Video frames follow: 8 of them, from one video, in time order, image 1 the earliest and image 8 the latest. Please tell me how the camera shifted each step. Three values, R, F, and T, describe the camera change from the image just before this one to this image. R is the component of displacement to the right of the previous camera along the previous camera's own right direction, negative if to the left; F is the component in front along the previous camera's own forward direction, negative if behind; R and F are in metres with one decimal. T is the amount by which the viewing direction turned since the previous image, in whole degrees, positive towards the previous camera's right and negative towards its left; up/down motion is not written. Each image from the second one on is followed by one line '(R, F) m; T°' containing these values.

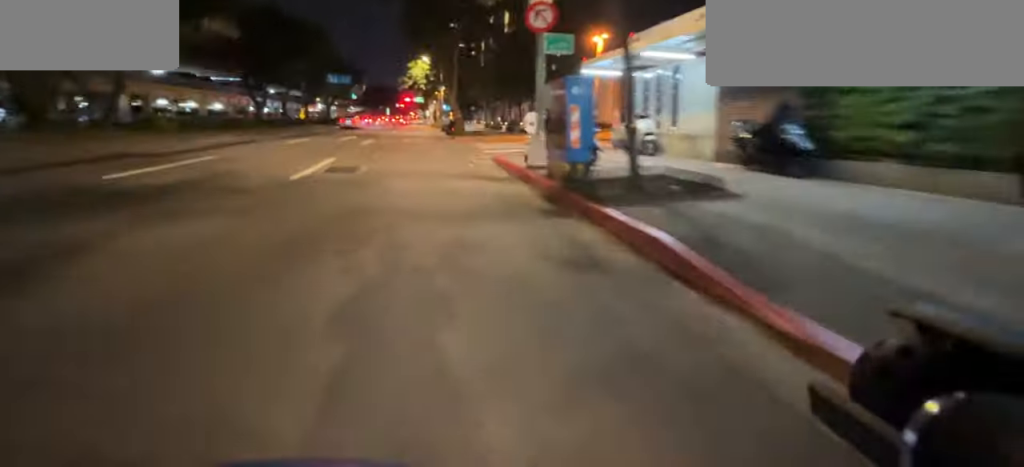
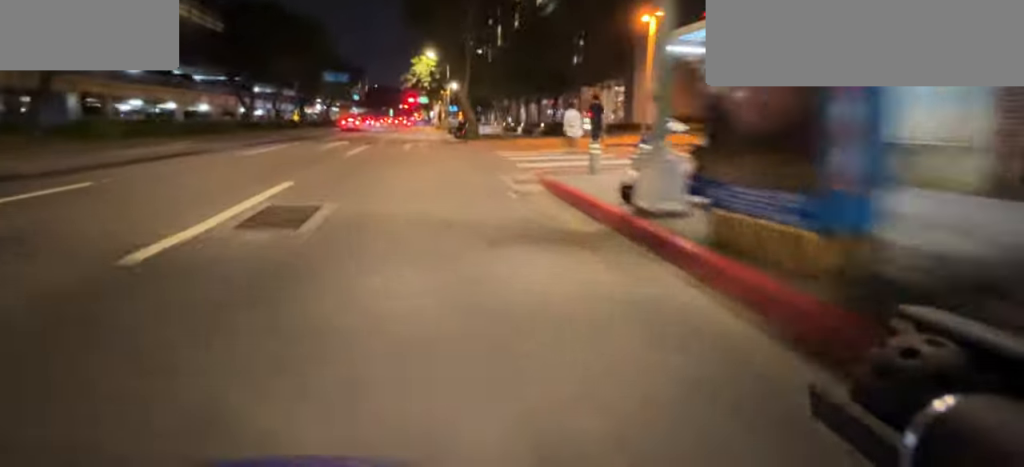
(0.0, +3.8) m; 0°
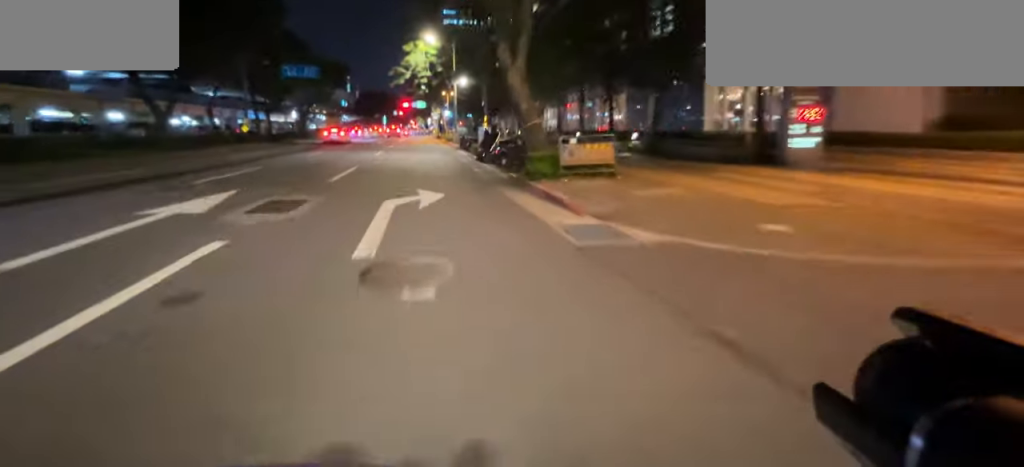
(0.0, +11.9) m; 0°
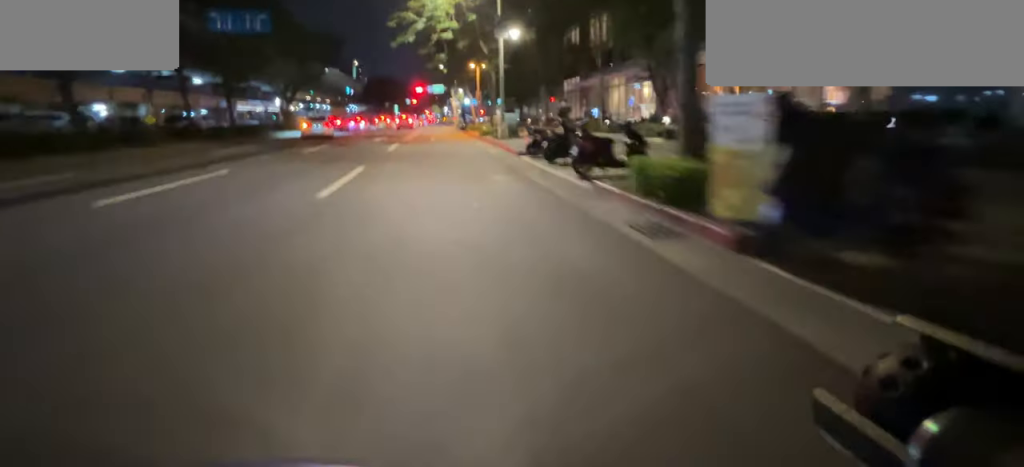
(0.0, +15.9) m; 0°
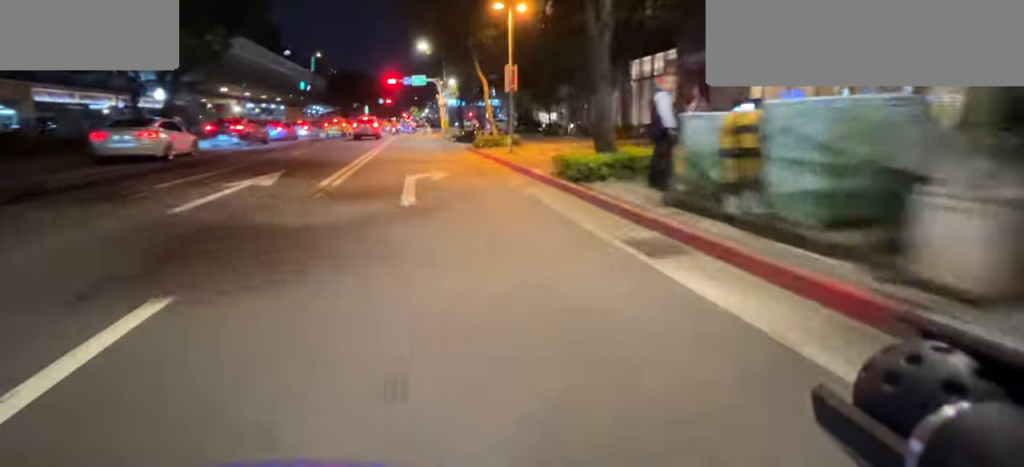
(0.0, +19.2) m; 0°
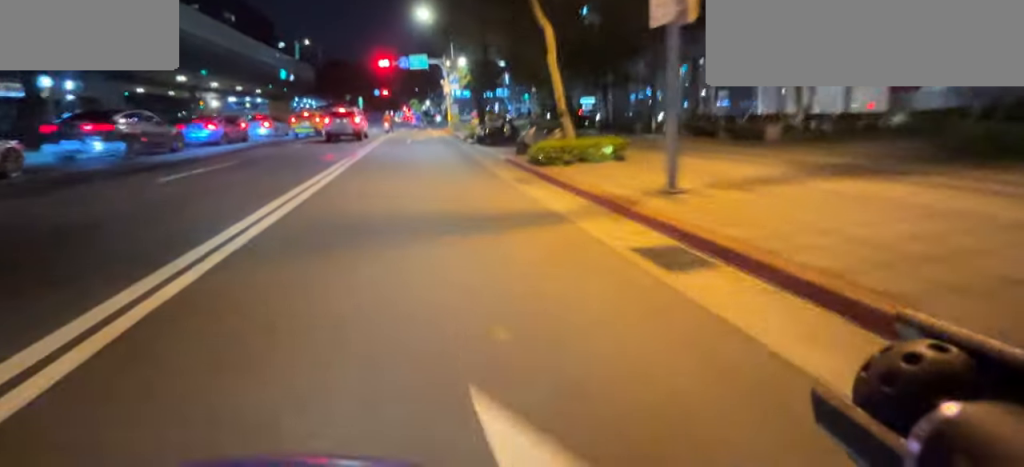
(0.0, +9.5) m; 0°
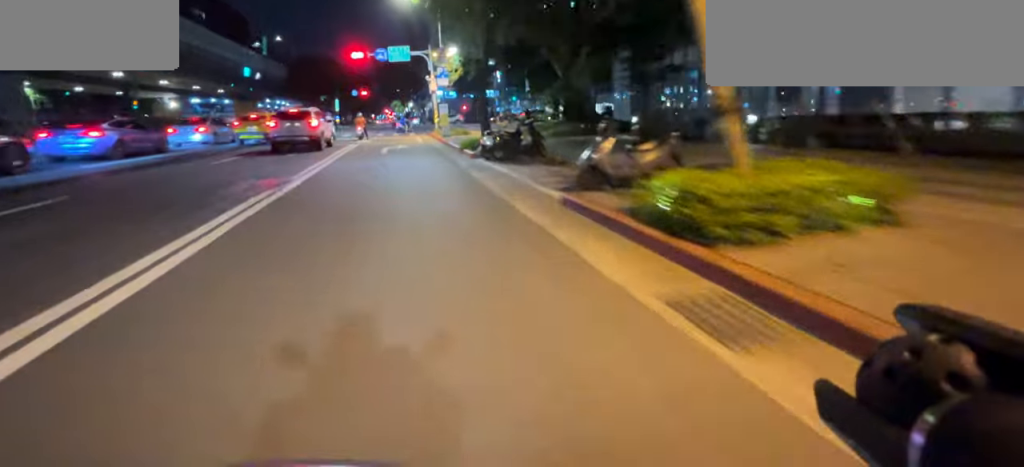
(0.0, +5.0) m; 0°
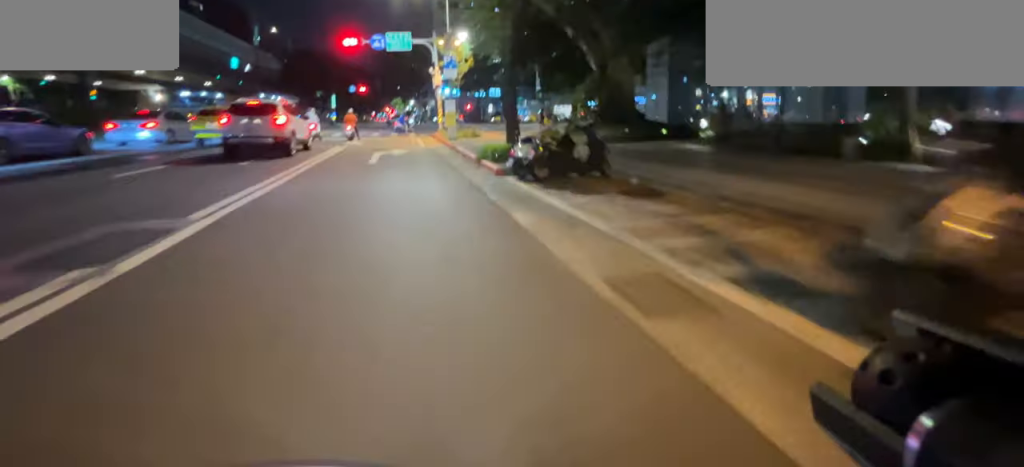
(0.0, +3.6) m; 0°
